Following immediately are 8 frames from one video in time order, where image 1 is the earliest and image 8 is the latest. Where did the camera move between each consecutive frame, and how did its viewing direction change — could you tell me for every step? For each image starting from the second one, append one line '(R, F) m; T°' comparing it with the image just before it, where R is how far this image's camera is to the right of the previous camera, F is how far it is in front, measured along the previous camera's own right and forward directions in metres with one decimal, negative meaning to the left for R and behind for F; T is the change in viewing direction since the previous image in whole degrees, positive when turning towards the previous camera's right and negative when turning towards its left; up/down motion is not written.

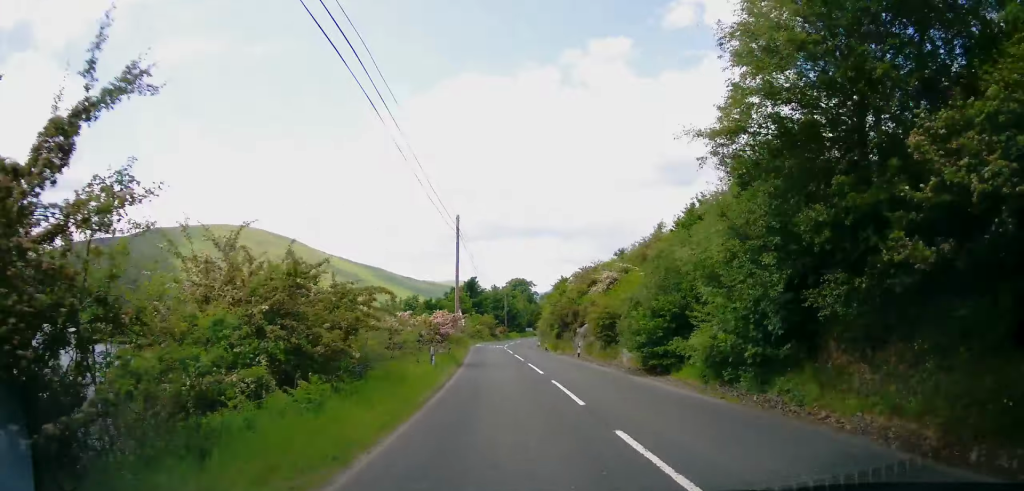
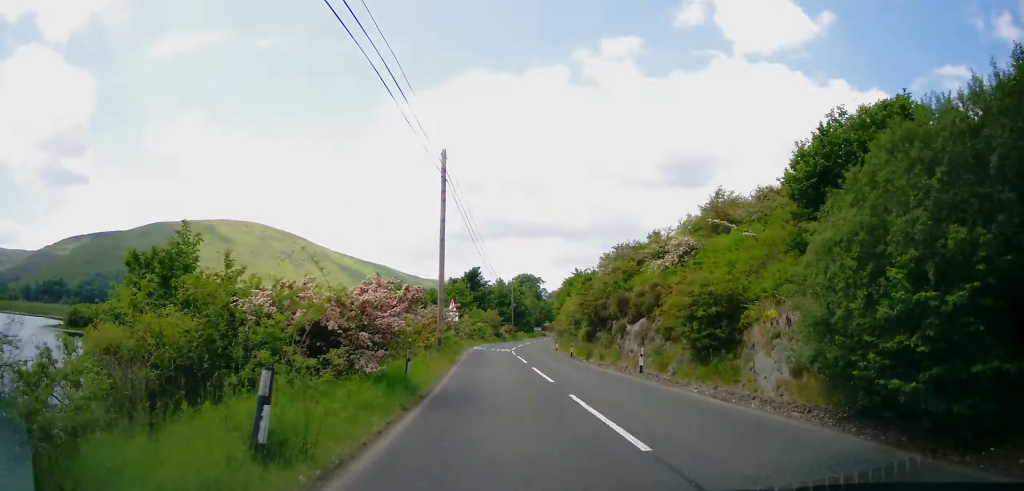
(0.0, +13.1) m; 0°
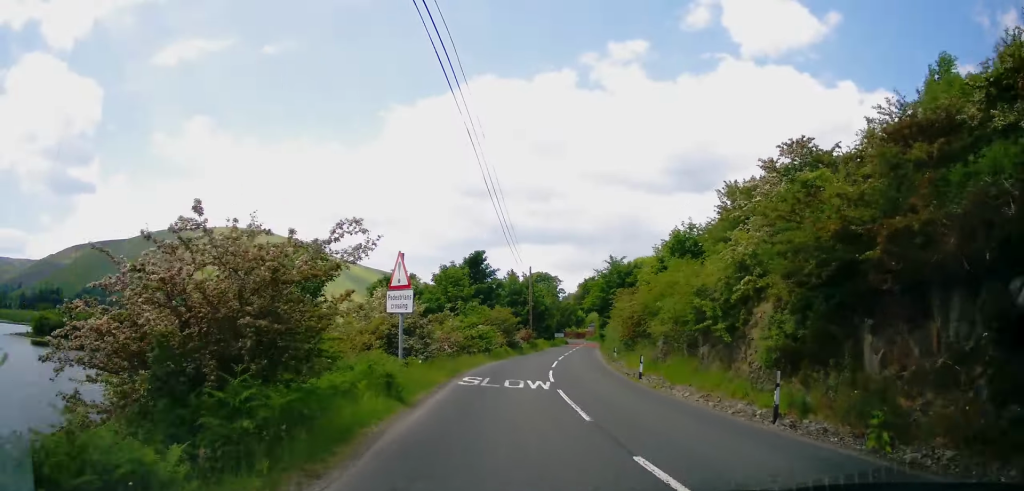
(0.0, +23.0) m; +1°
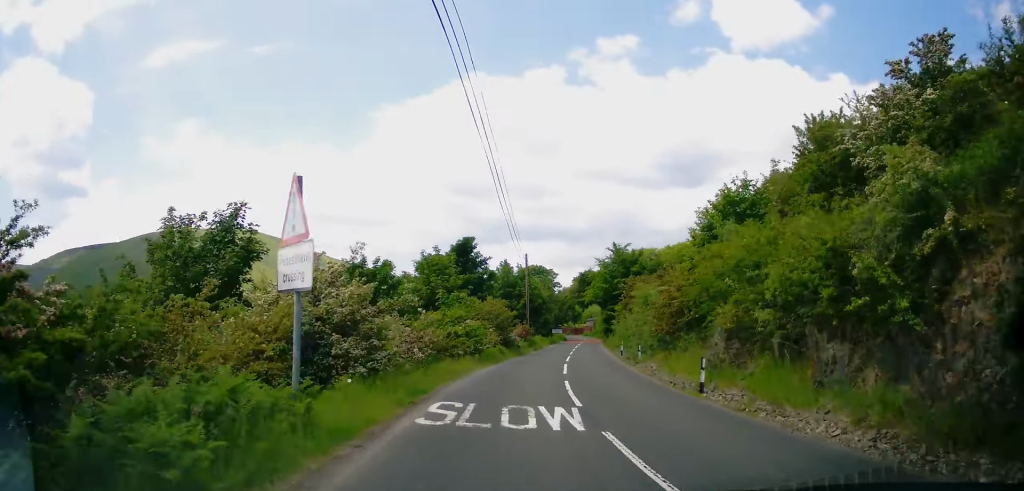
(-0.1, +7.0) m; +1°
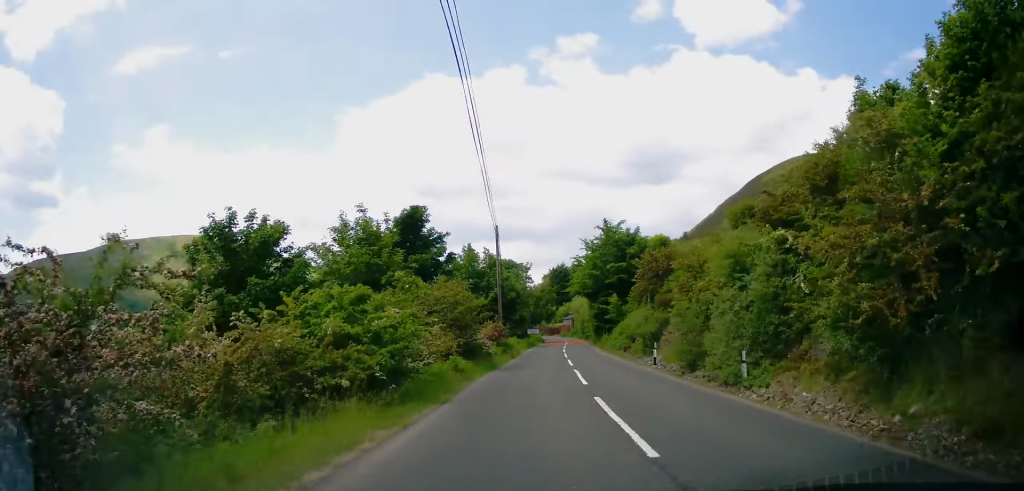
(+0.4, +13.7) m; +3°
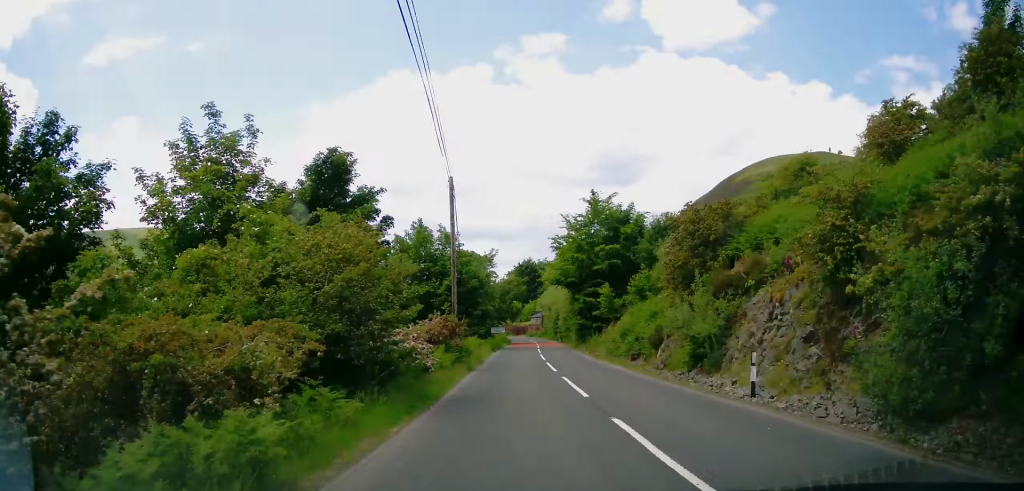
(+0.3, +11.8) m; +2°
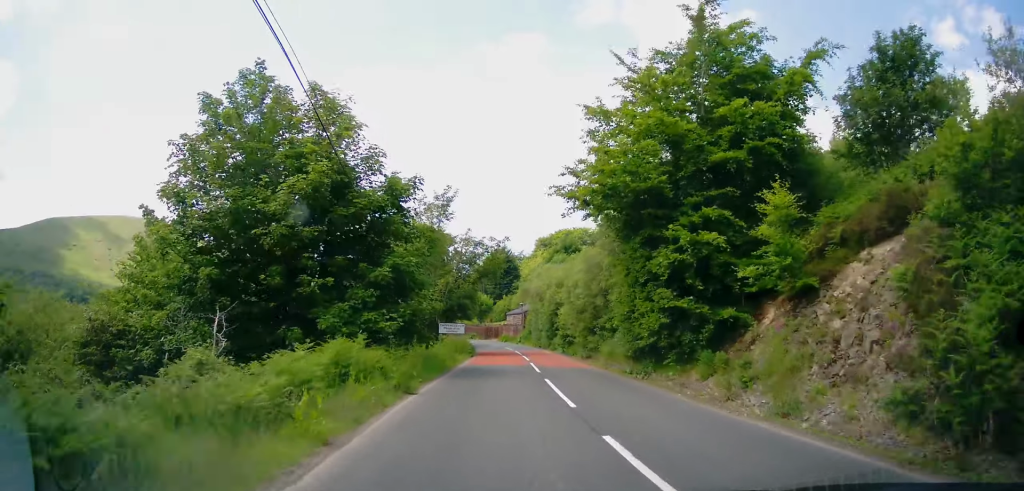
(+0.6, +28.1) m; +3°
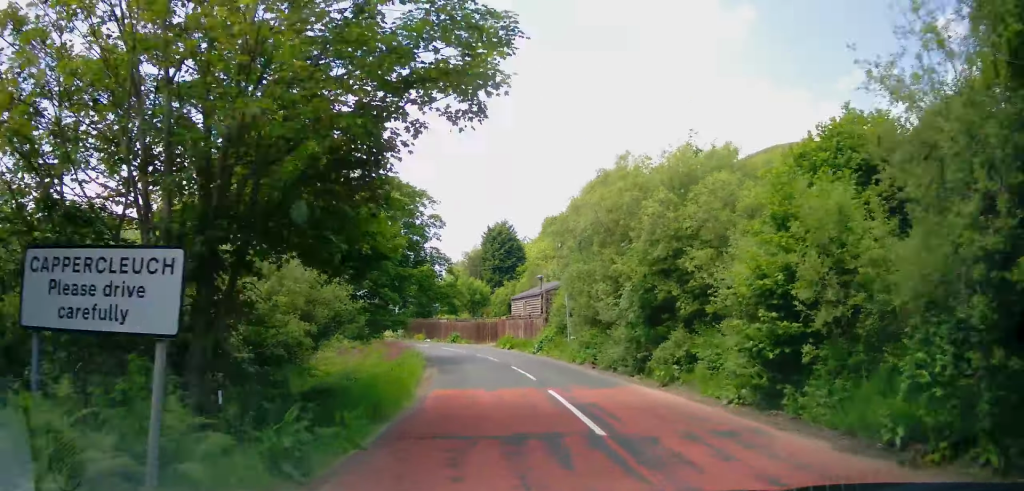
(+0.9, +29.6) m; +1°
